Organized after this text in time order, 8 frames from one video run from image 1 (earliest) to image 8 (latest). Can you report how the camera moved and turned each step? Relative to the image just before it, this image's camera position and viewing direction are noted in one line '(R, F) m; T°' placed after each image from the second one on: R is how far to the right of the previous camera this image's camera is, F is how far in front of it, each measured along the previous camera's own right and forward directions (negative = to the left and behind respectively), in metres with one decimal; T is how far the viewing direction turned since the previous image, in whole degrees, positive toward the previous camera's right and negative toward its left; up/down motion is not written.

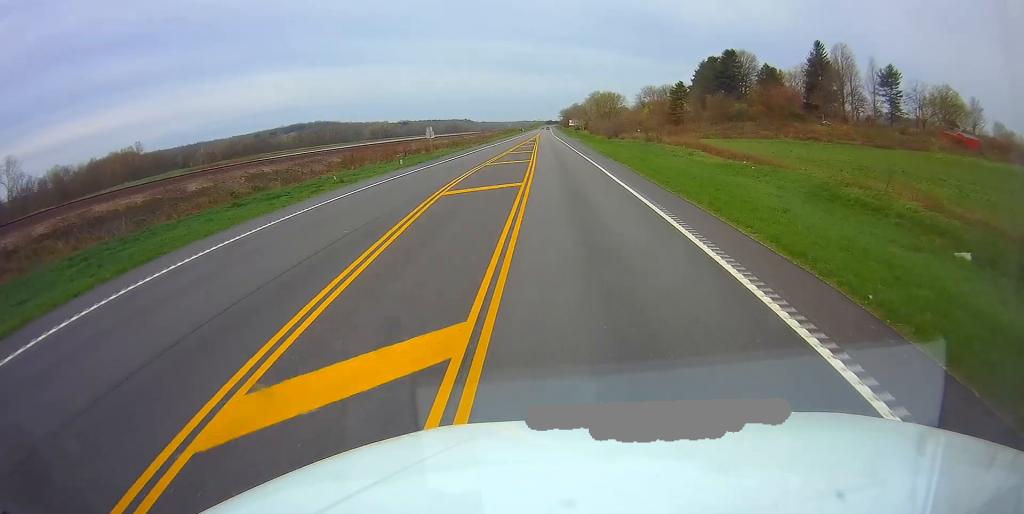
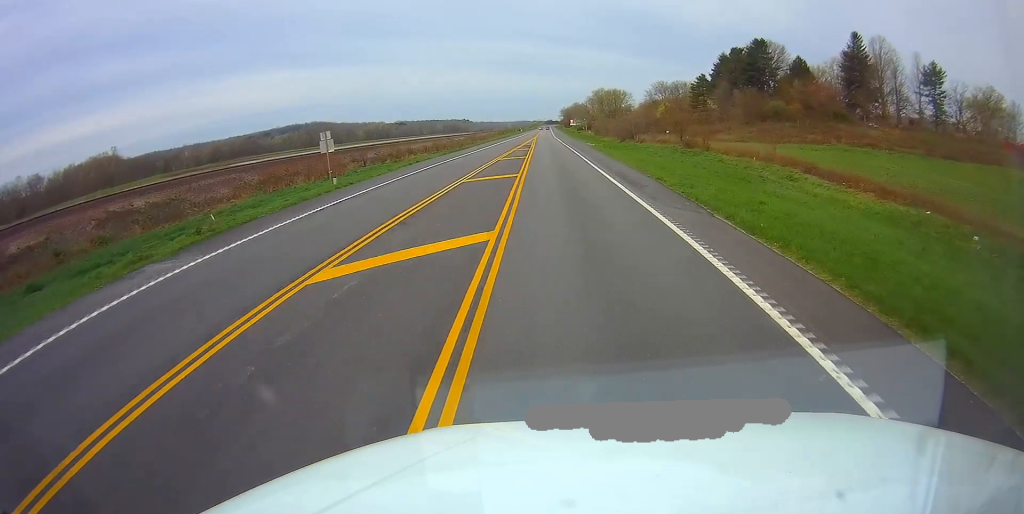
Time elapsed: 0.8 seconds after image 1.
(+0.1, +26.0) m; 0°
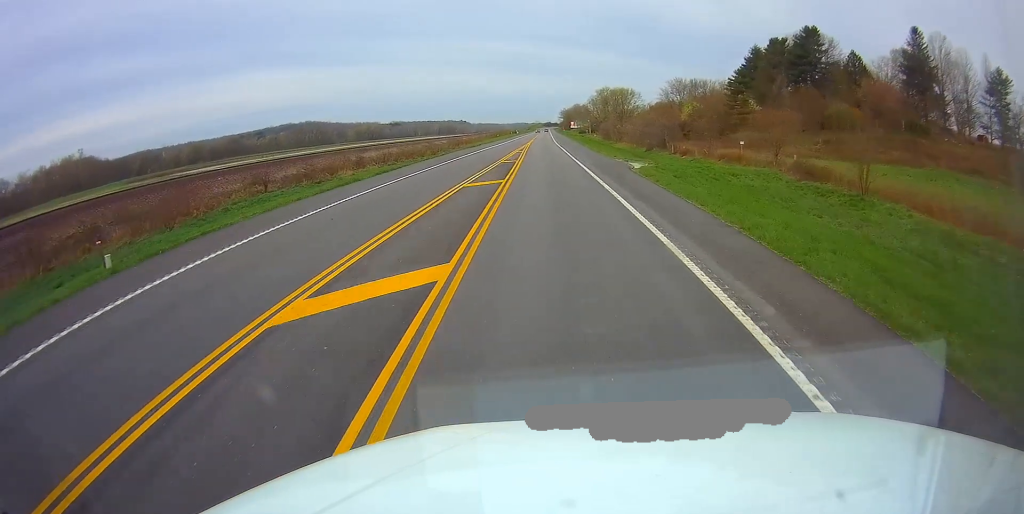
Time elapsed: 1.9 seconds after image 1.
(0.0, +32.2) m; 0°
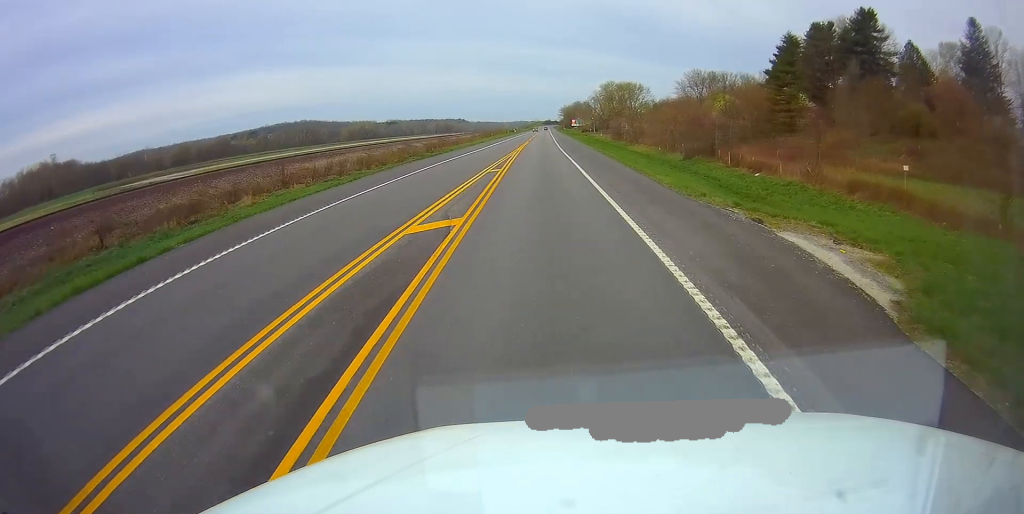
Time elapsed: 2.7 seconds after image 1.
(0.0, +24.9) m; 0°
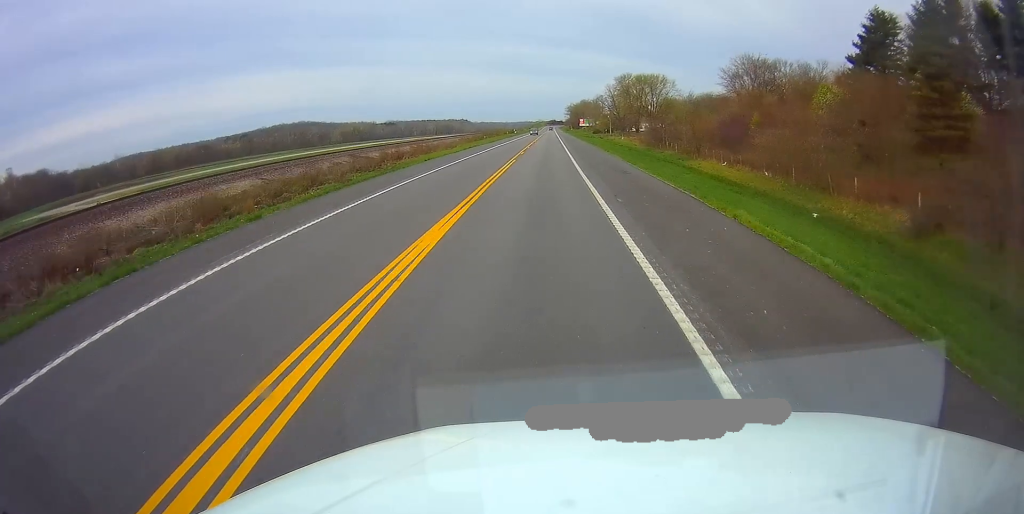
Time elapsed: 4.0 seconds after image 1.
(+0.3, +41.5) m; +1°
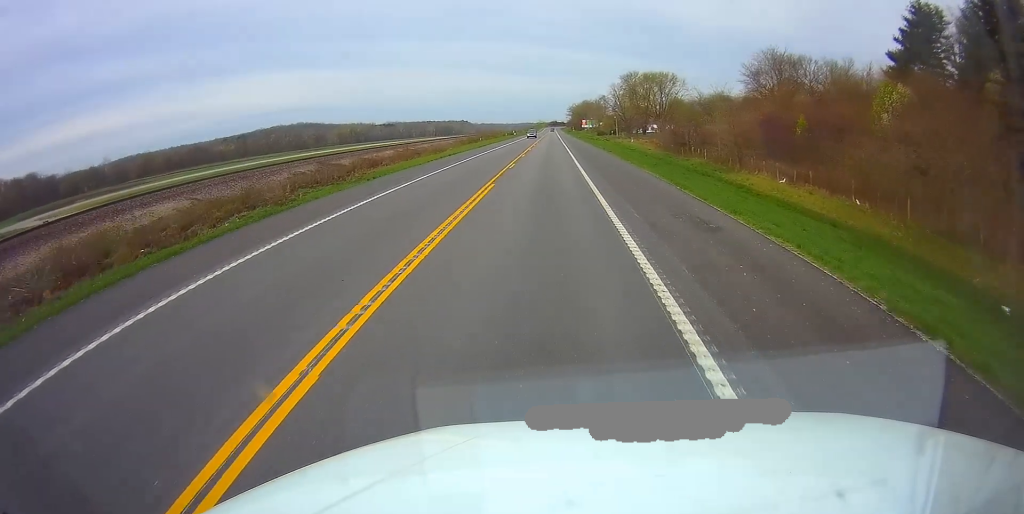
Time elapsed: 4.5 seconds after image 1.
(+0.3, +14.5) m; 0°
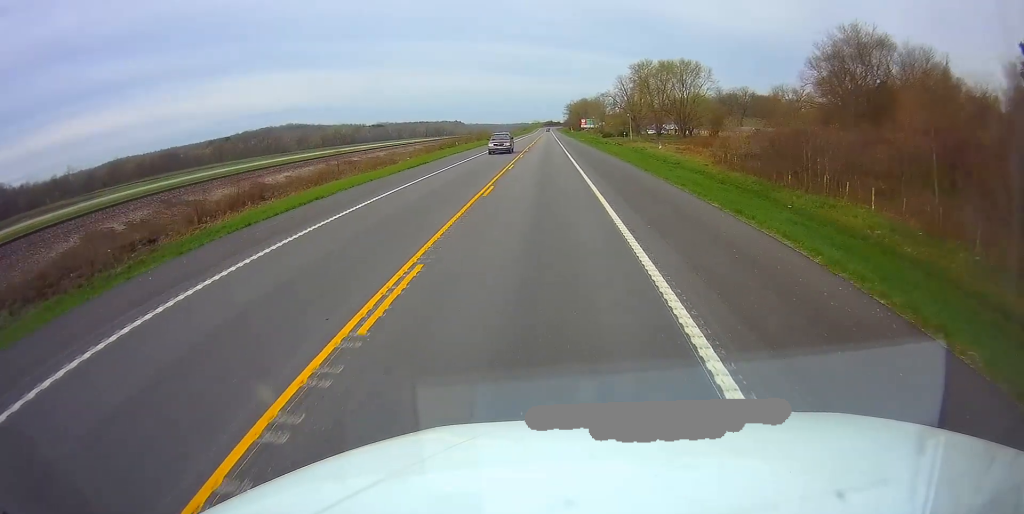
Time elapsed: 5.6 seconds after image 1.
(-0.3, +36.3) m; -1°
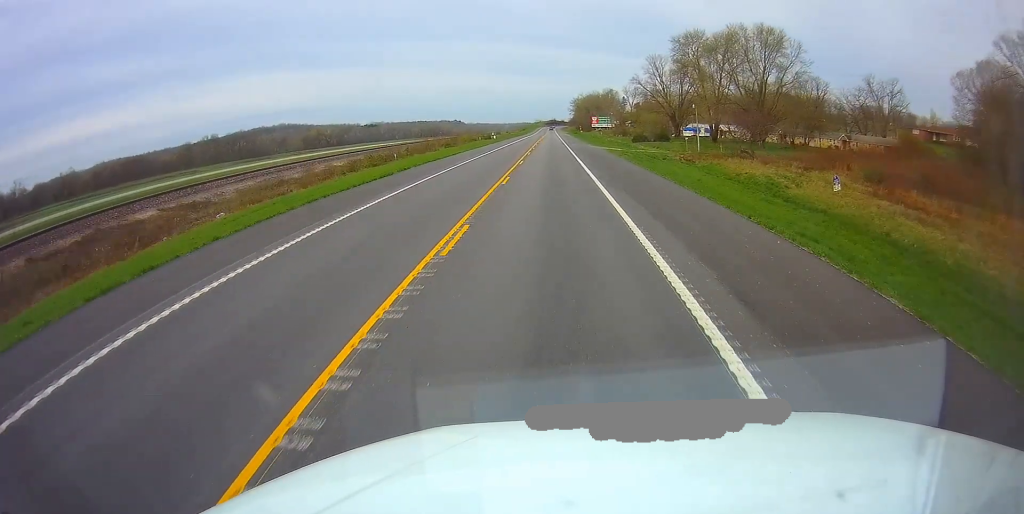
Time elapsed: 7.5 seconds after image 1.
(-0.9, +56.5) m; -1°
